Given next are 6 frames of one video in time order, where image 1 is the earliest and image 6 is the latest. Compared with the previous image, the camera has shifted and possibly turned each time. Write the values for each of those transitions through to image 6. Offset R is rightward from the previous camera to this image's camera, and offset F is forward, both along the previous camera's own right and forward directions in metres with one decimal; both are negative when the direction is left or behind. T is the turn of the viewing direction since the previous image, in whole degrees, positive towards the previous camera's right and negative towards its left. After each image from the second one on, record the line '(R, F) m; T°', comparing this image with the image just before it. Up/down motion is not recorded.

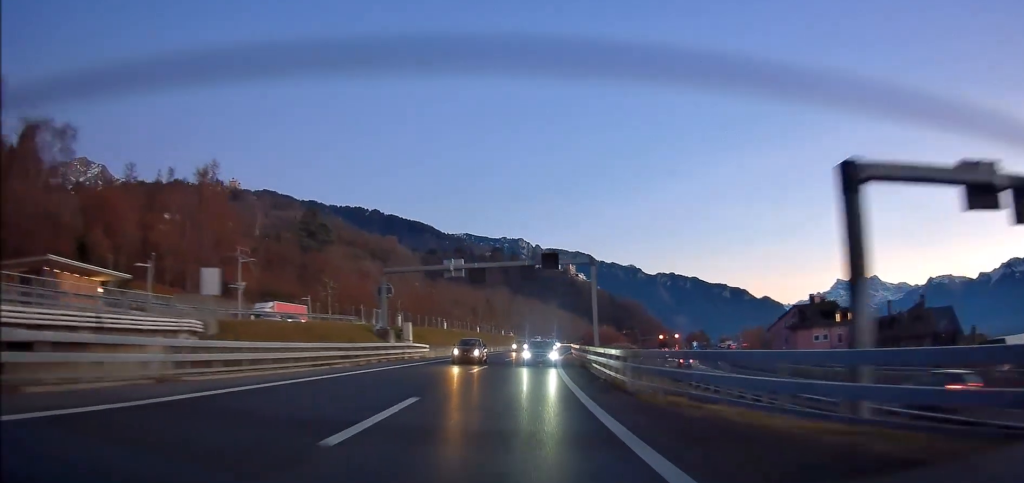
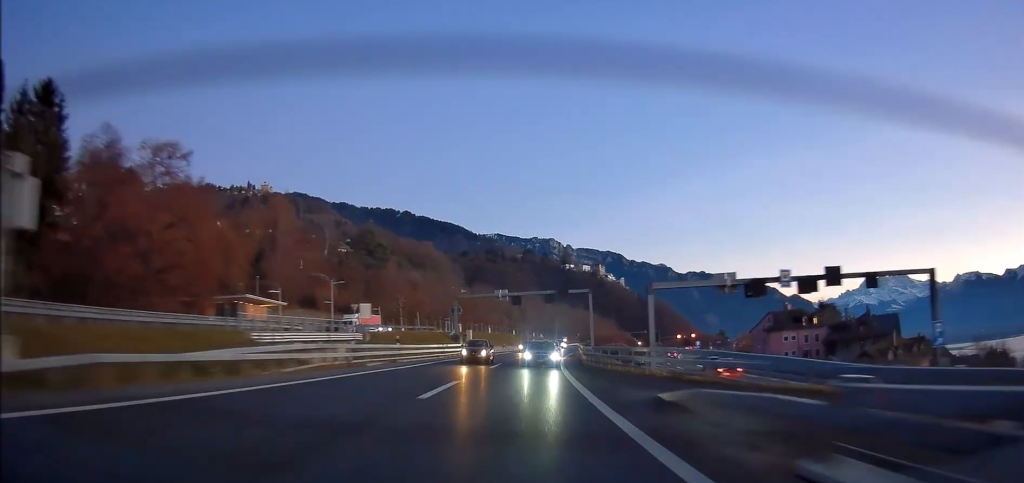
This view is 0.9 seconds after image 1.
(-0.4, +24.2) m; -2°
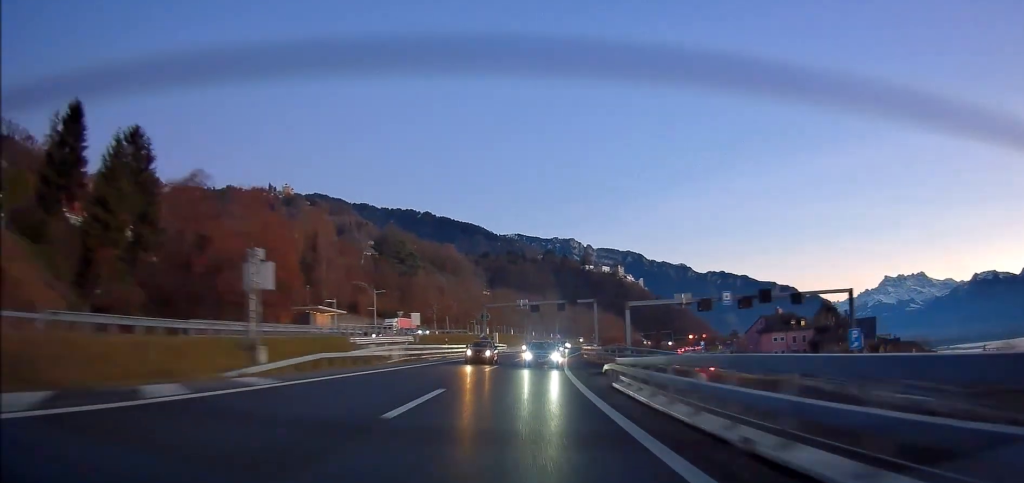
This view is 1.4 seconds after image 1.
(-0.2, +14.9) m; -2°
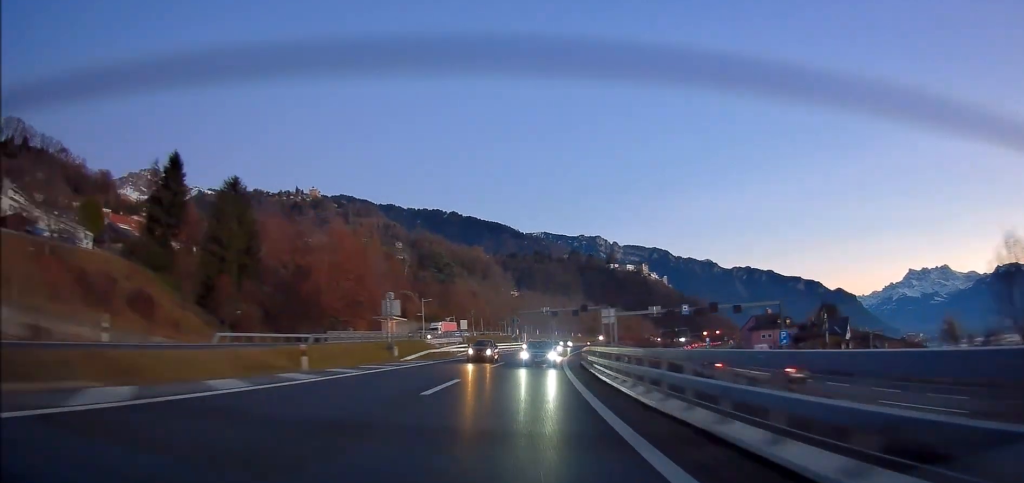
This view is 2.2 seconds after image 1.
(-0.4, +22.4) m; -3°
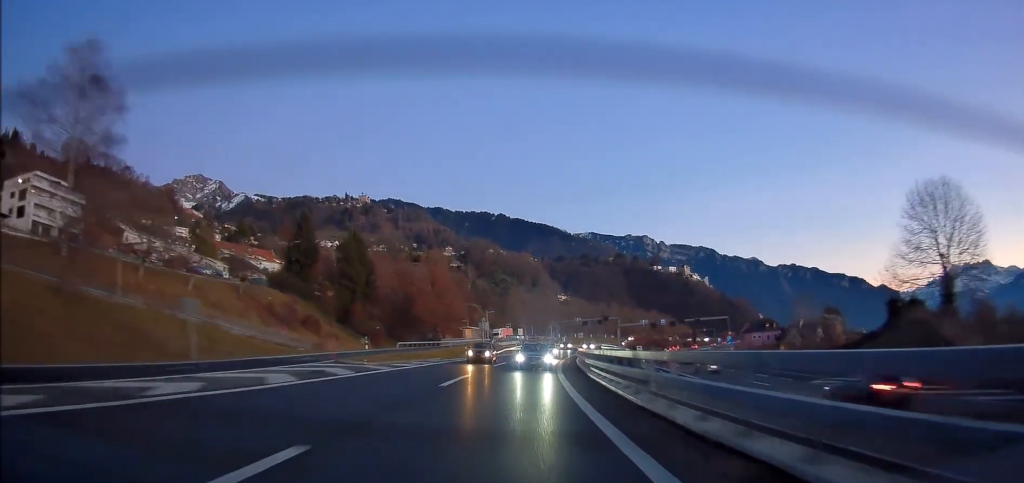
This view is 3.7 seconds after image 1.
(-2.1, +40.9) m; -5°
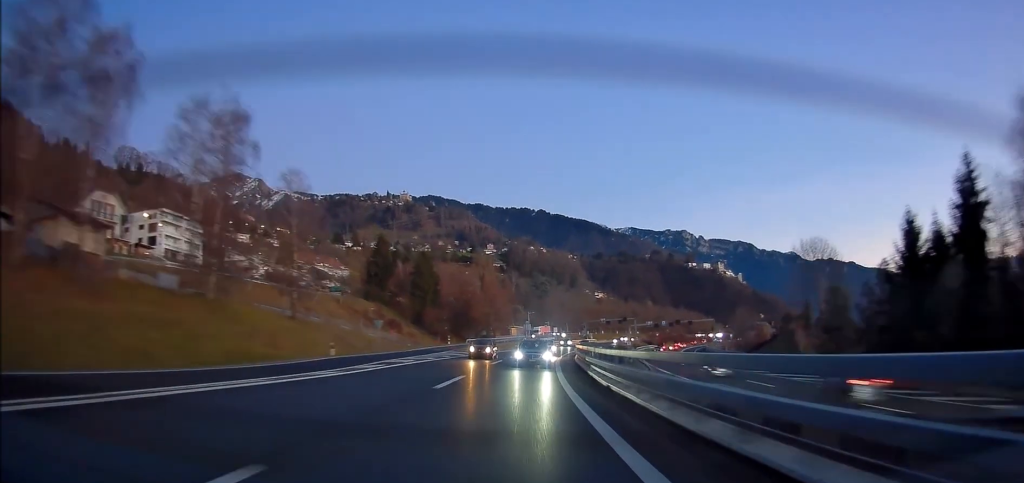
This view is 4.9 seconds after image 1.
(-1.0, +34.3) m; -3°
